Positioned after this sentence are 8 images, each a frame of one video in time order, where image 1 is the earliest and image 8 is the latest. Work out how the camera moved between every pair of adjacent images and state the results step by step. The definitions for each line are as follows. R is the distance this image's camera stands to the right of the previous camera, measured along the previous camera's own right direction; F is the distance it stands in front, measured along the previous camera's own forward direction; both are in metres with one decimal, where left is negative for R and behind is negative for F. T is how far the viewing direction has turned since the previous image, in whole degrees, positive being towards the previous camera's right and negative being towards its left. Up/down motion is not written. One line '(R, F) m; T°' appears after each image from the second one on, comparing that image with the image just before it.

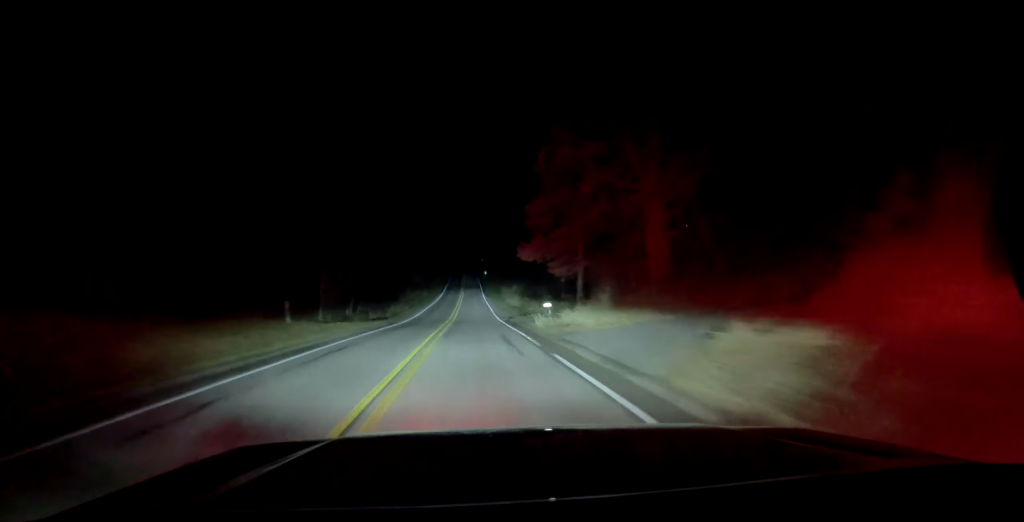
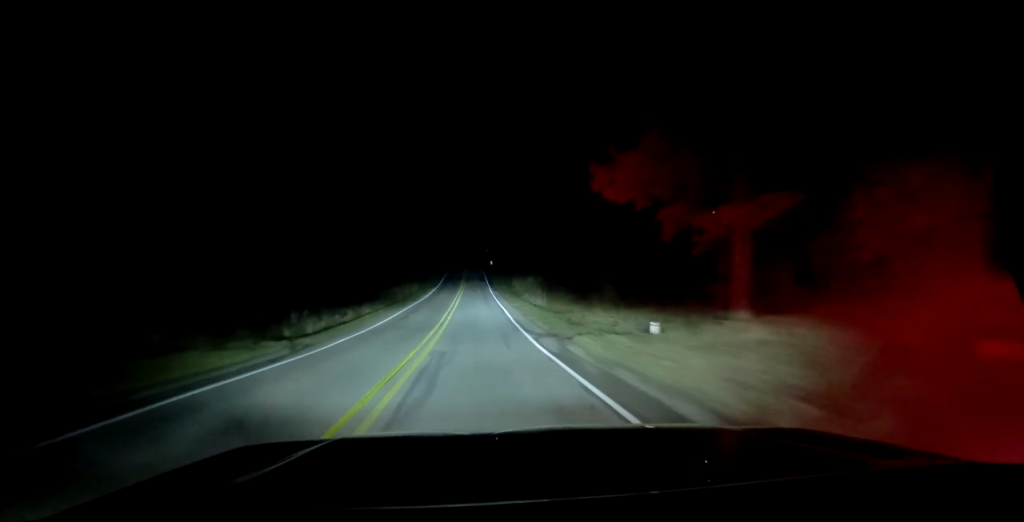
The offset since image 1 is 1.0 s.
(-0.1, +23.7) m; -1°
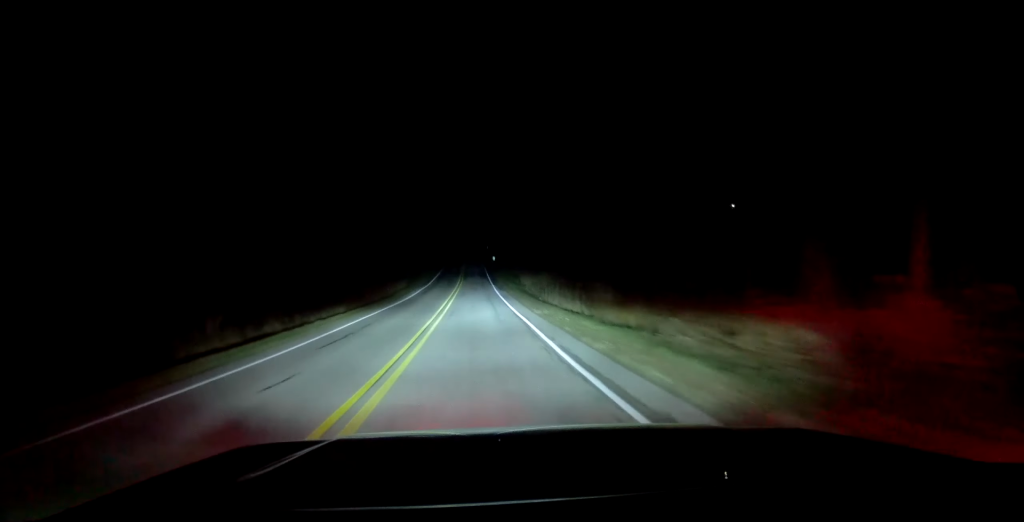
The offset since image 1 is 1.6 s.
(-0.2, +17.4) m; 0°
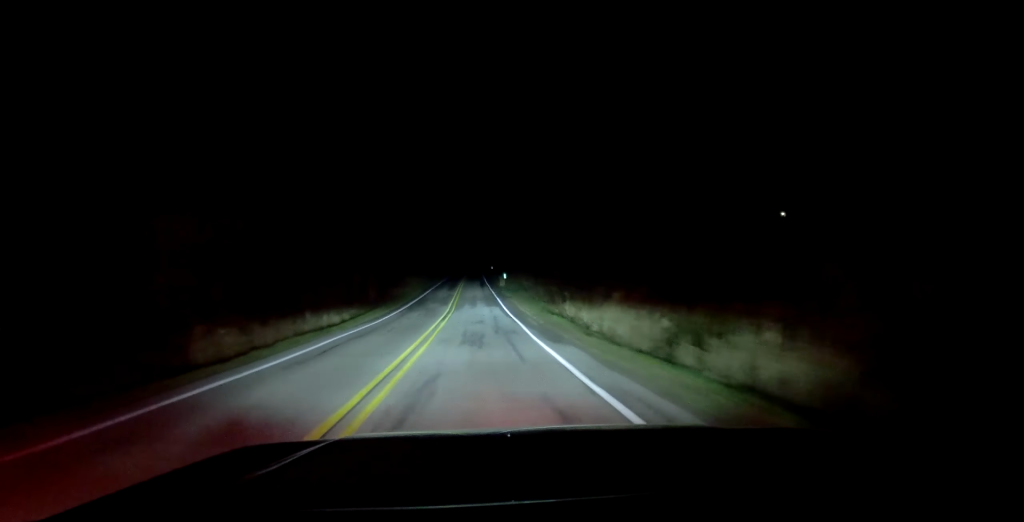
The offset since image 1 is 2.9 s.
(+0.1, +34.0) m; -1°
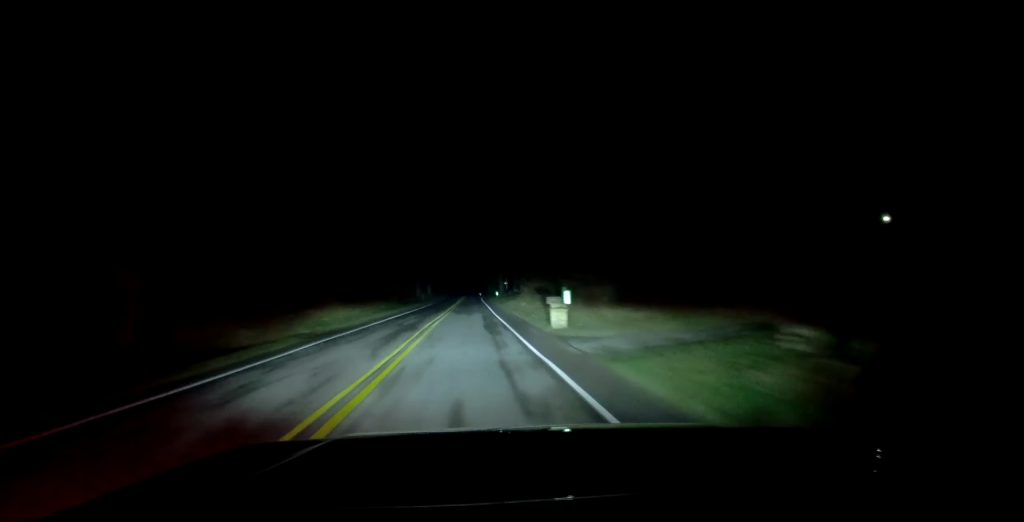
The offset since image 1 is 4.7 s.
(-0.3, +48.9) m; +2°
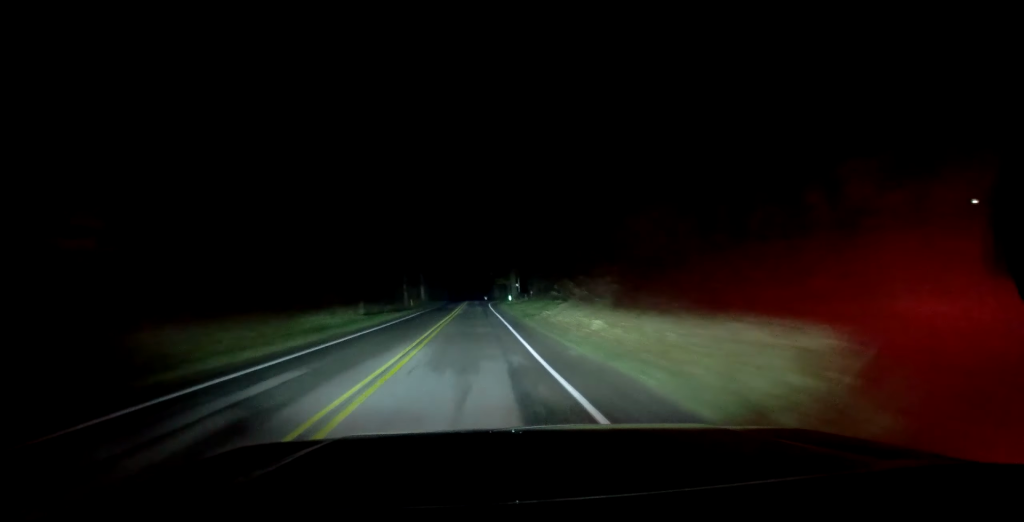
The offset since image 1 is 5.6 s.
(+0.8, +26.5) m; +3°
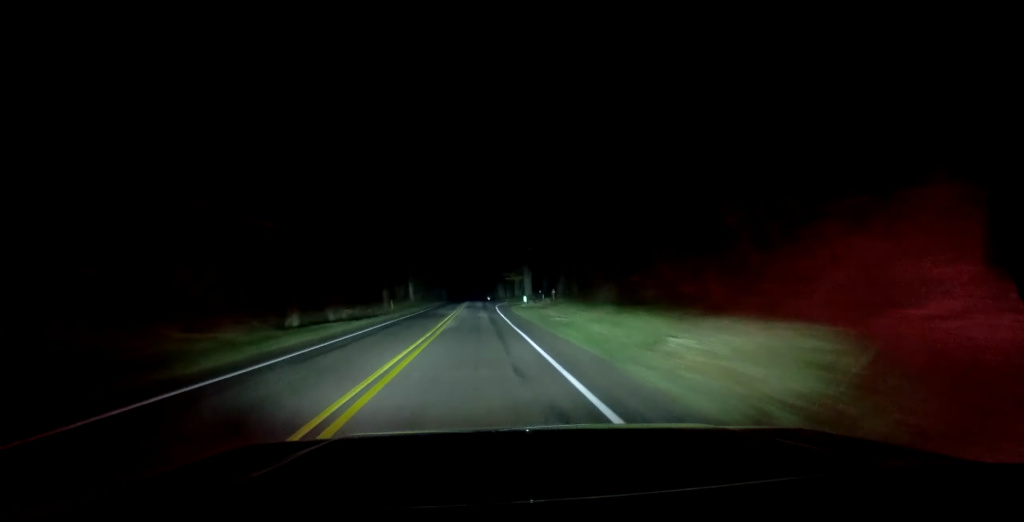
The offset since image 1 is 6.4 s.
(+0.4, +20.6) m; +1°
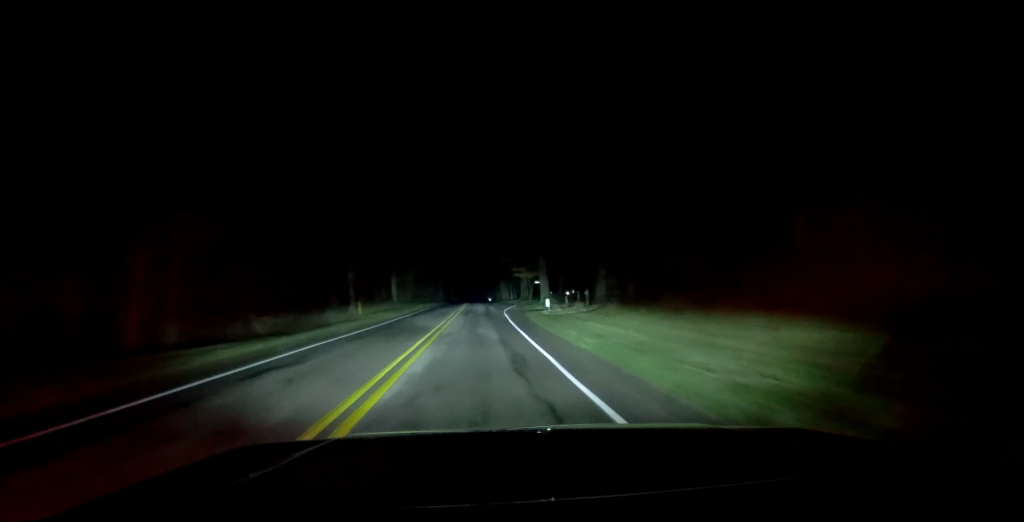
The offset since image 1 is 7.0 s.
(+0.2, +16.8) m; 0°
